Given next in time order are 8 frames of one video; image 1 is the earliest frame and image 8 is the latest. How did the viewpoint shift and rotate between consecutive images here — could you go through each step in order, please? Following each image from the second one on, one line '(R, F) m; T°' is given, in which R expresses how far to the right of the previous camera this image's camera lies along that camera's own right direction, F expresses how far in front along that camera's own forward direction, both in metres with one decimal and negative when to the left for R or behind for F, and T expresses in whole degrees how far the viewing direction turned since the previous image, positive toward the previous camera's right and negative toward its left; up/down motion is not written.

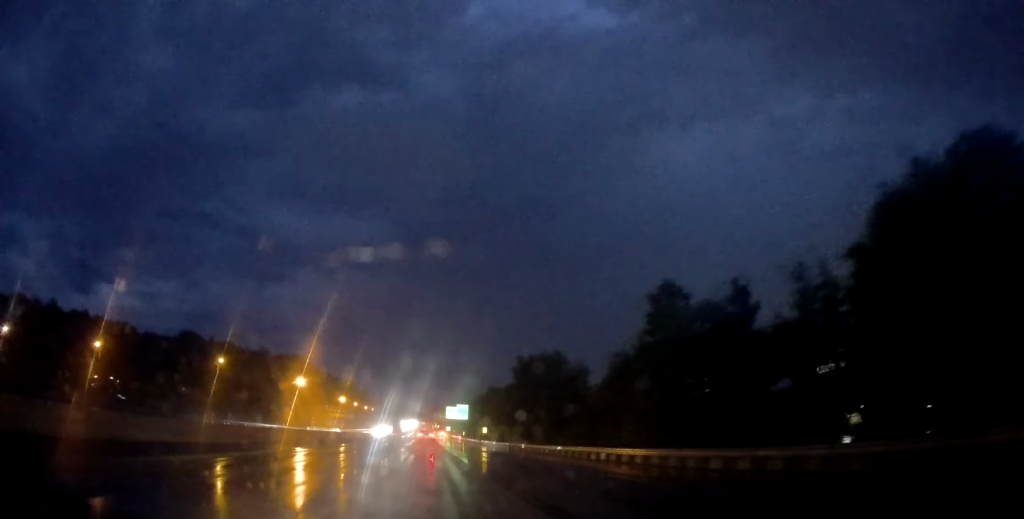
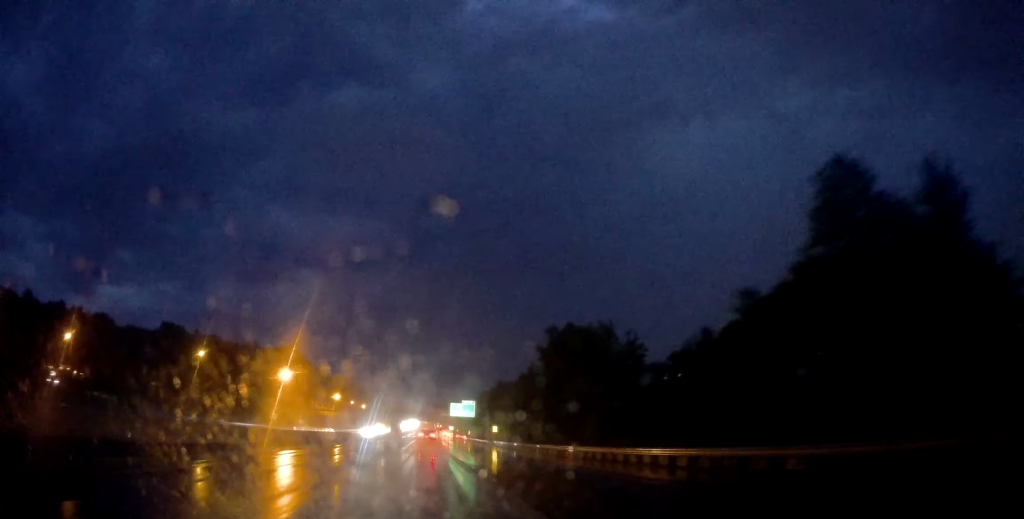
(-0.3, +18.5) m; 0°
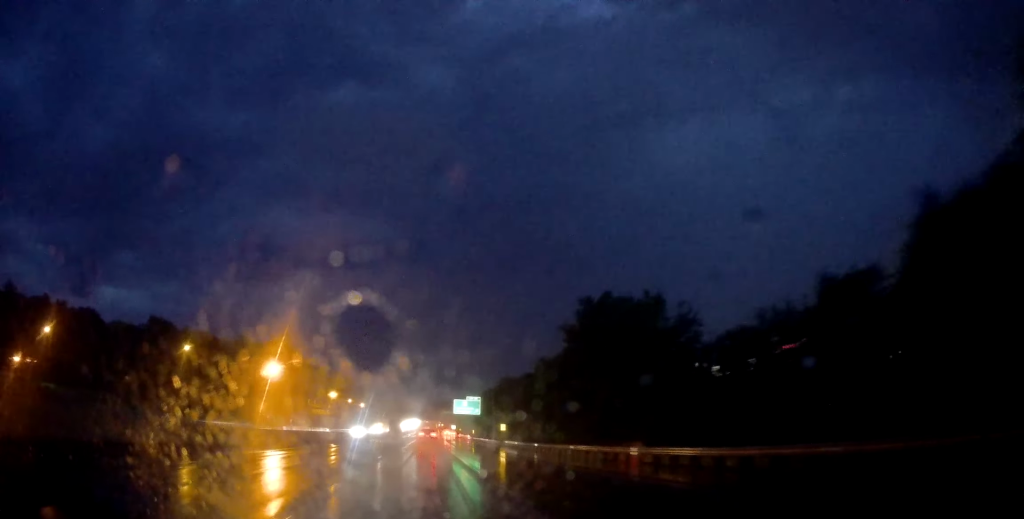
(-0.2, +11.1) m; 0°
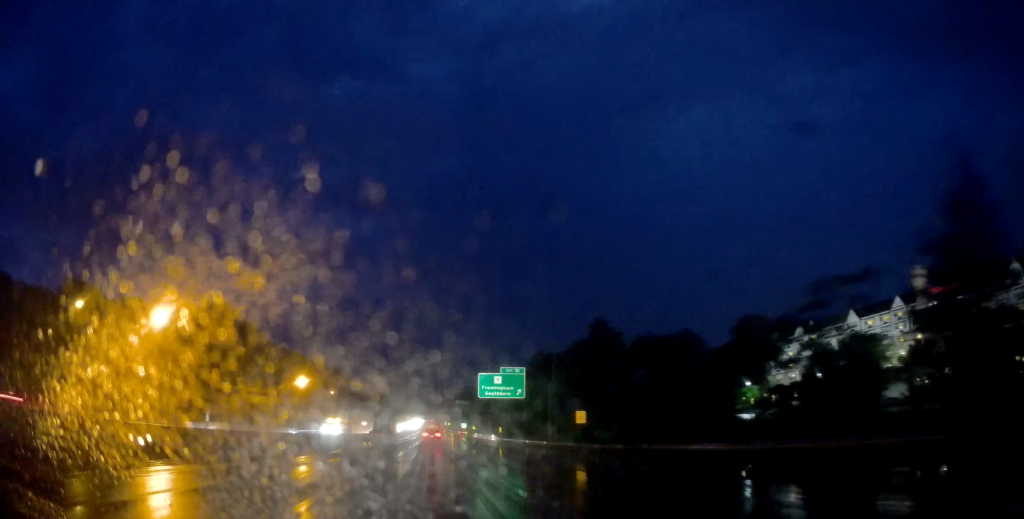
(-0.5, +54.6) m; -2°
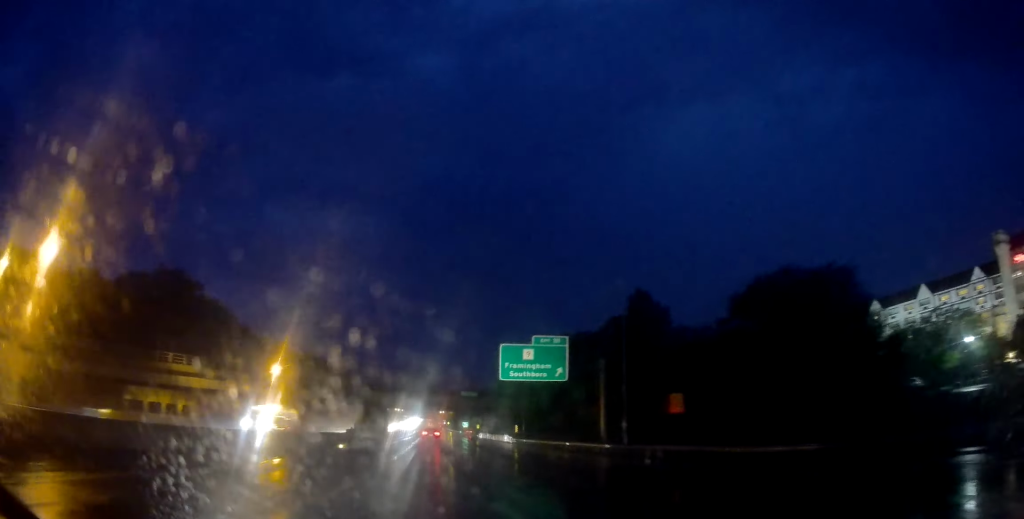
(-0.1, +23.4) m; 0°
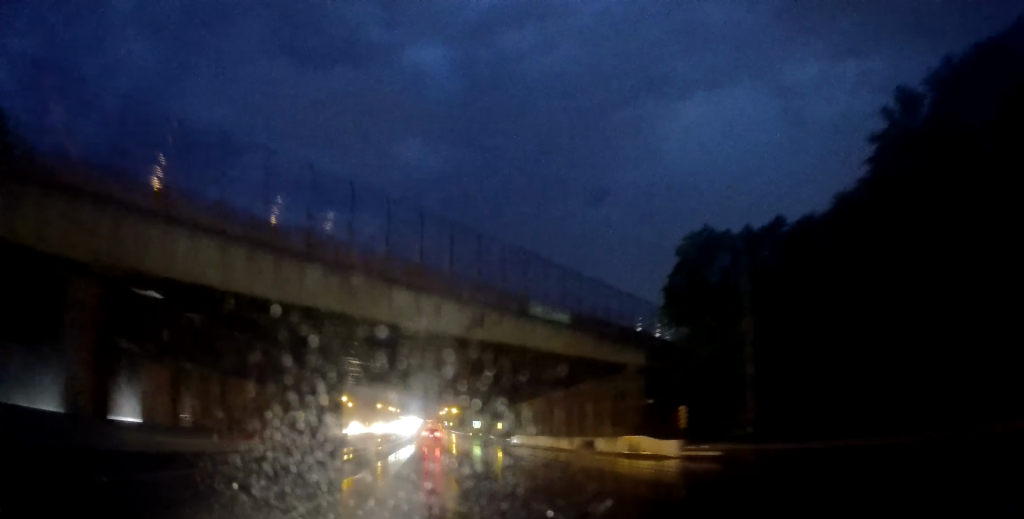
(-0.2, +62.2) m; 0°
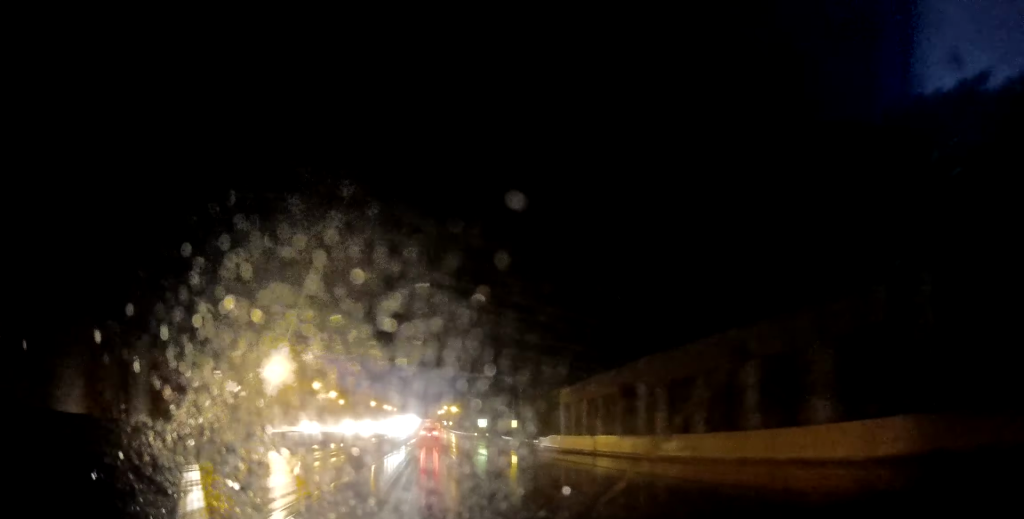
(+0.1, +25.0) m; +1°
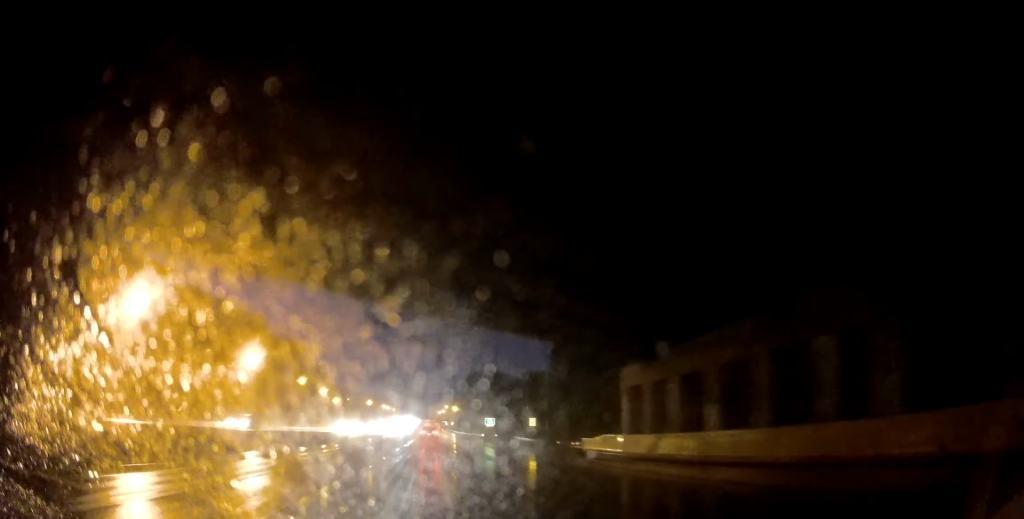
(+0.1, +18.1) m; +1°
